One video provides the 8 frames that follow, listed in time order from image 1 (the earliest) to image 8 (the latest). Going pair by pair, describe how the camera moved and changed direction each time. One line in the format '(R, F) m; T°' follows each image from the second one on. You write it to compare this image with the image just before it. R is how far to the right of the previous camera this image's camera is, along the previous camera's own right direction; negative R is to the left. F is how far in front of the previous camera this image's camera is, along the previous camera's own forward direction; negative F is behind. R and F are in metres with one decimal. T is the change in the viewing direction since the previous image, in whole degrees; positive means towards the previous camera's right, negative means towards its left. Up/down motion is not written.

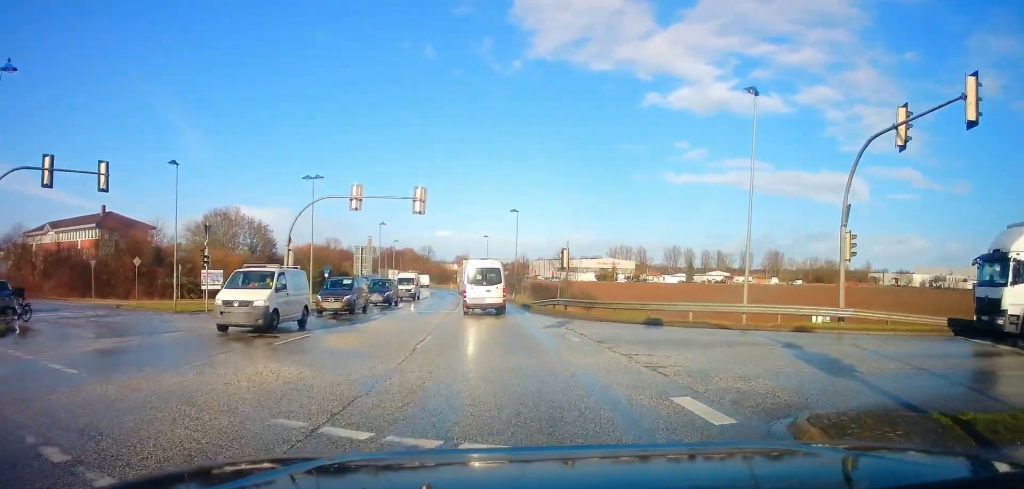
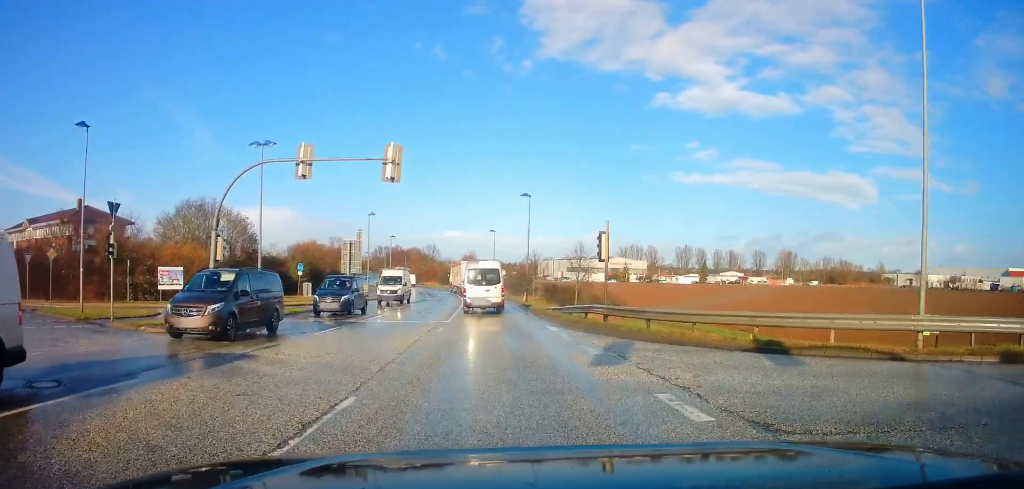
(0.0, +8.9) m; +2°
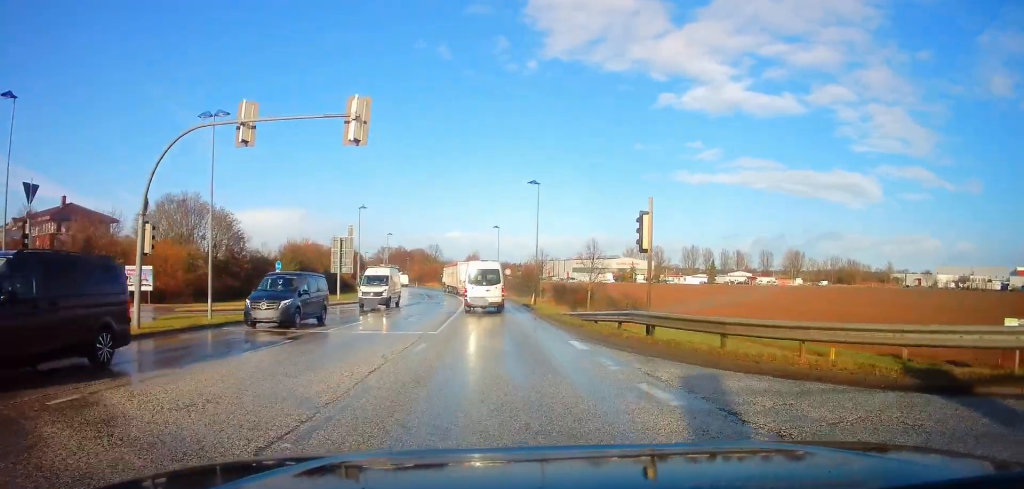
(+0.1, +5.3) m; -1°
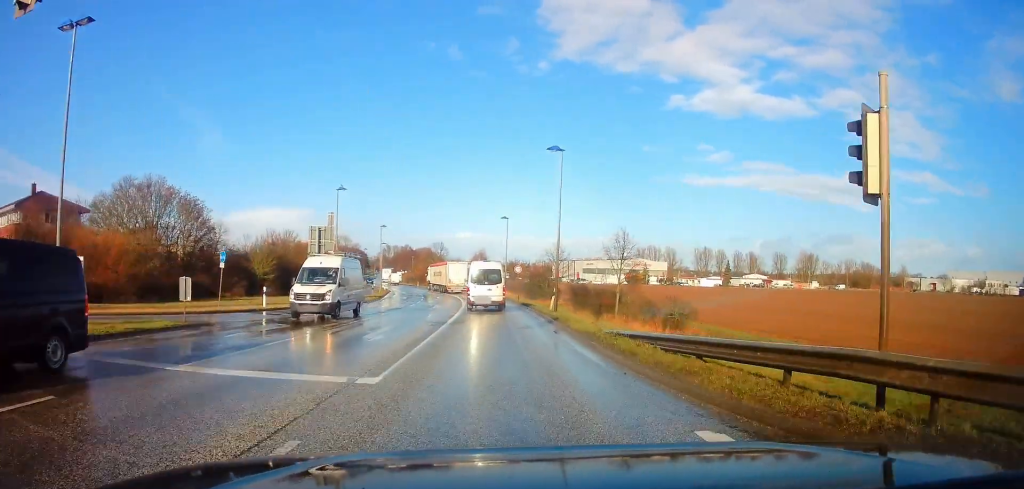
(-0.1, +9.2) m; -2°
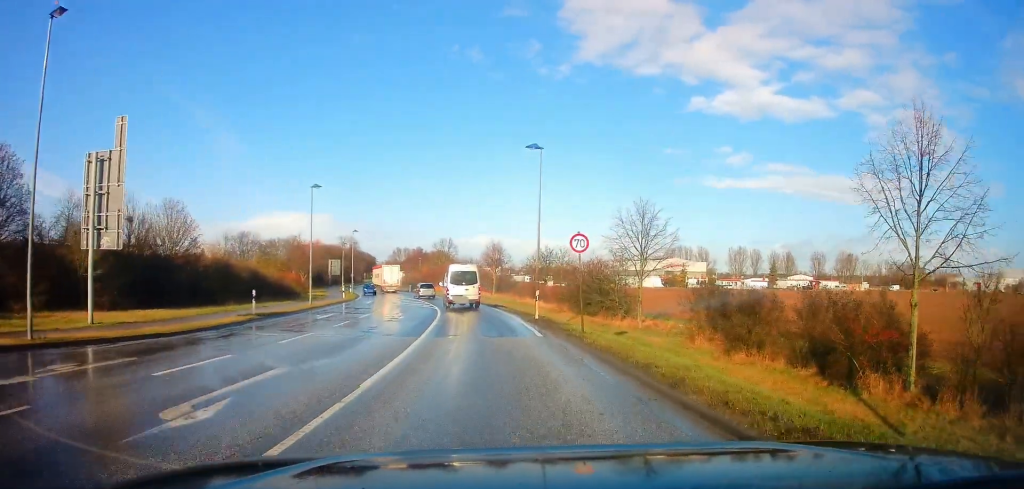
(-0.2, +30.0) m; -2°
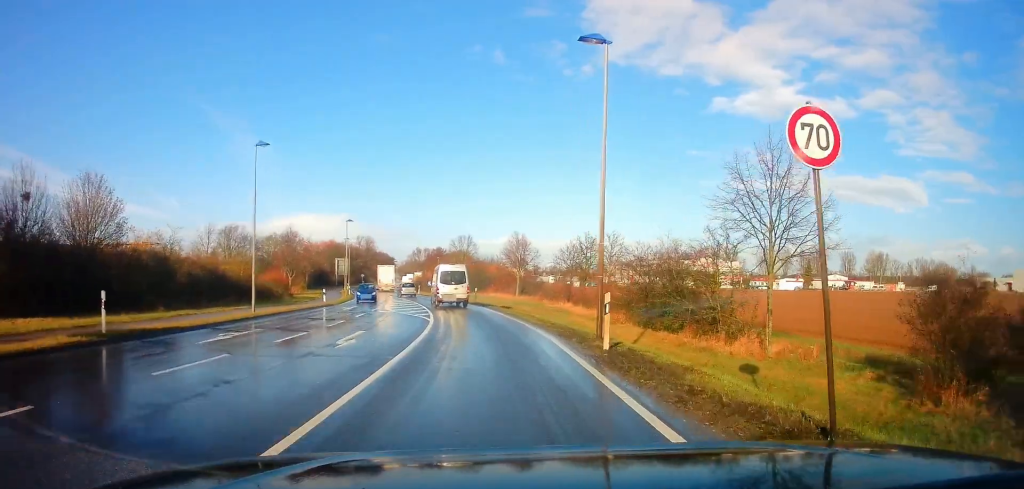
(-0.3, +12.2) m; -2°
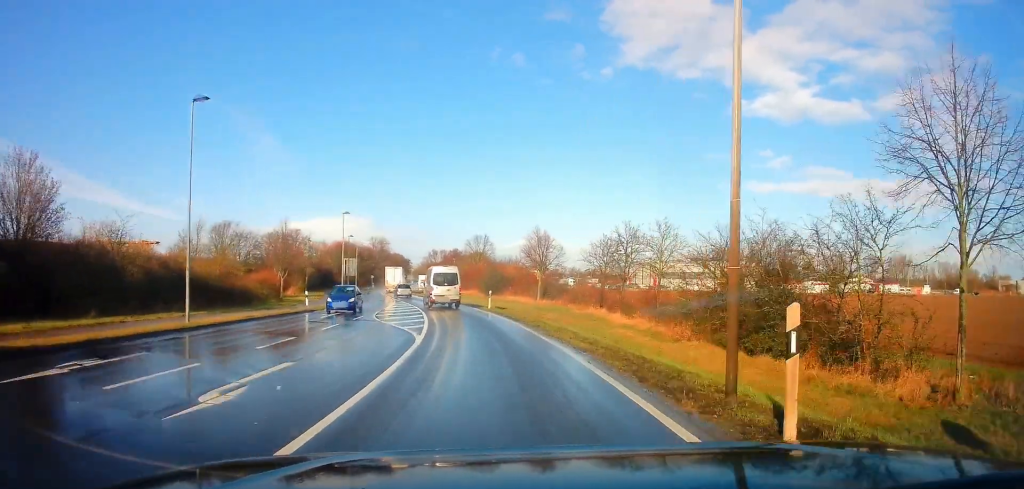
(+0.1, +7.5) m; -2°
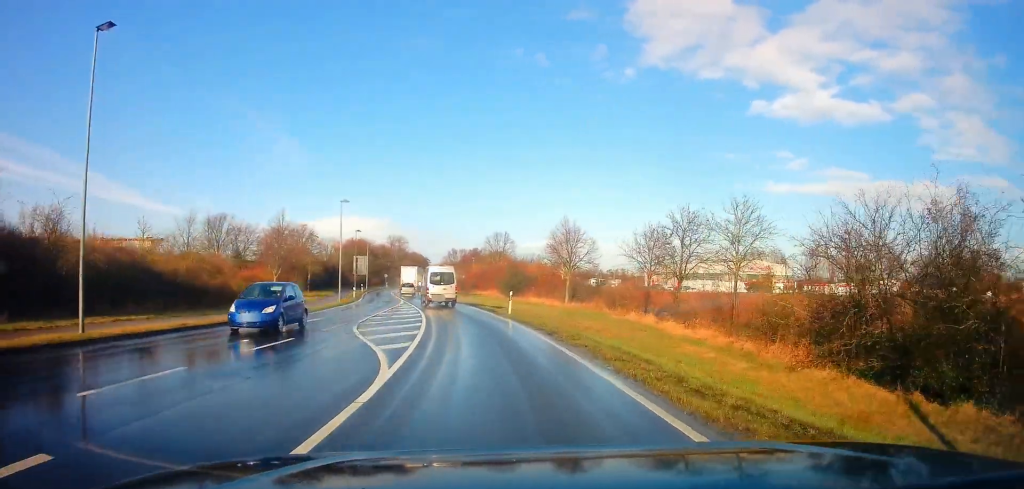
(-0.3, +7.0) m; -3°
